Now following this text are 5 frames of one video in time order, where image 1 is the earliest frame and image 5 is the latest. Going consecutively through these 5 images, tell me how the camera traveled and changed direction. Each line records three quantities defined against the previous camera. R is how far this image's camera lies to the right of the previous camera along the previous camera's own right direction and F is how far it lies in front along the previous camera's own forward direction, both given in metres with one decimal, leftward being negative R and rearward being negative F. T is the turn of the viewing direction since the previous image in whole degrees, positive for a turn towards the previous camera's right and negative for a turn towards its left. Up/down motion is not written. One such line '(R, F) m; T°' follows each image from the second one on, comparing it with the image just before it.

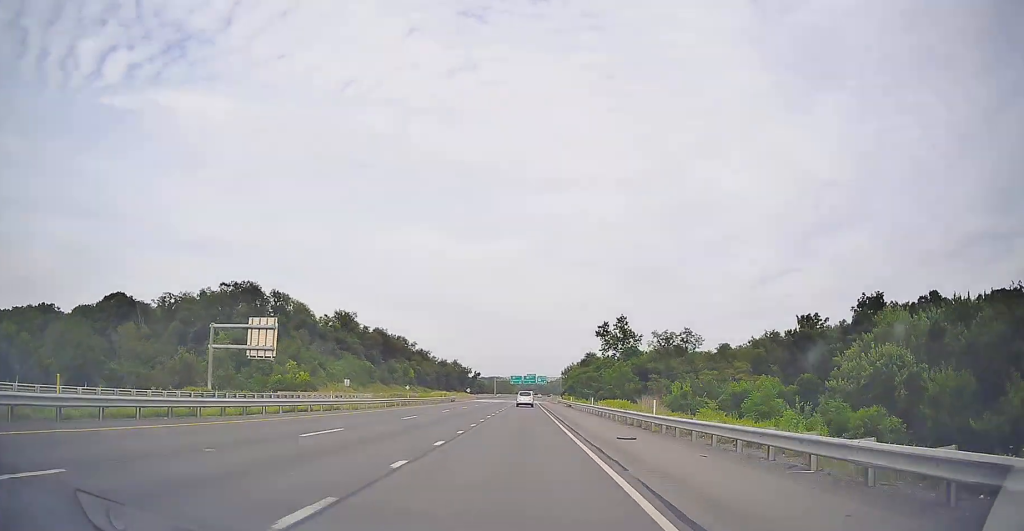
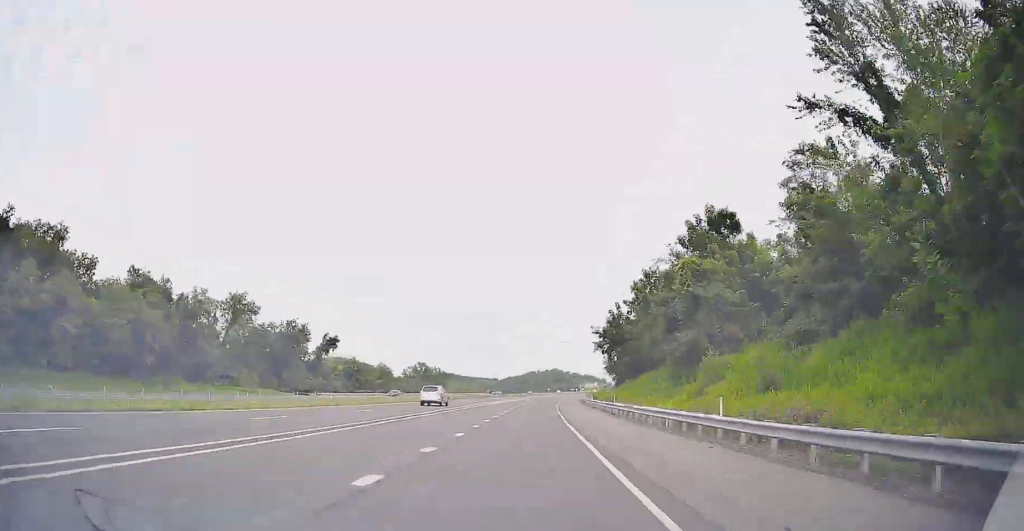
(+8.0, +246.6) m; +5°
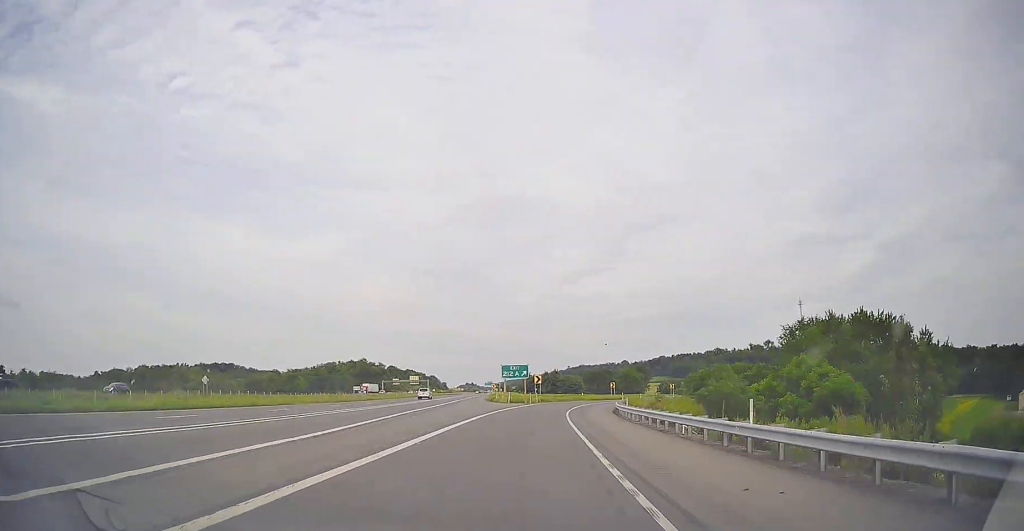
(+41.2, +304.9) m; +20°
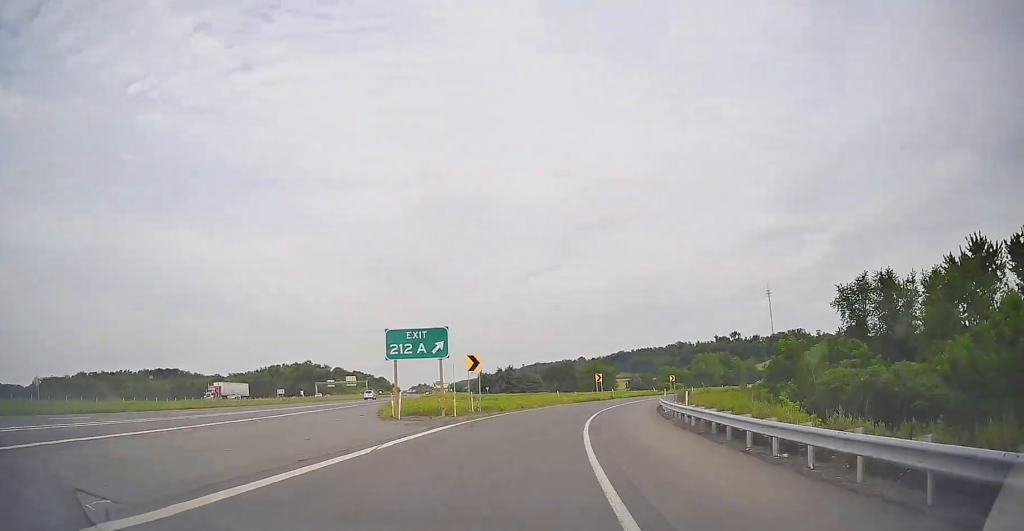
(+0.4, +36.6) m; +9°
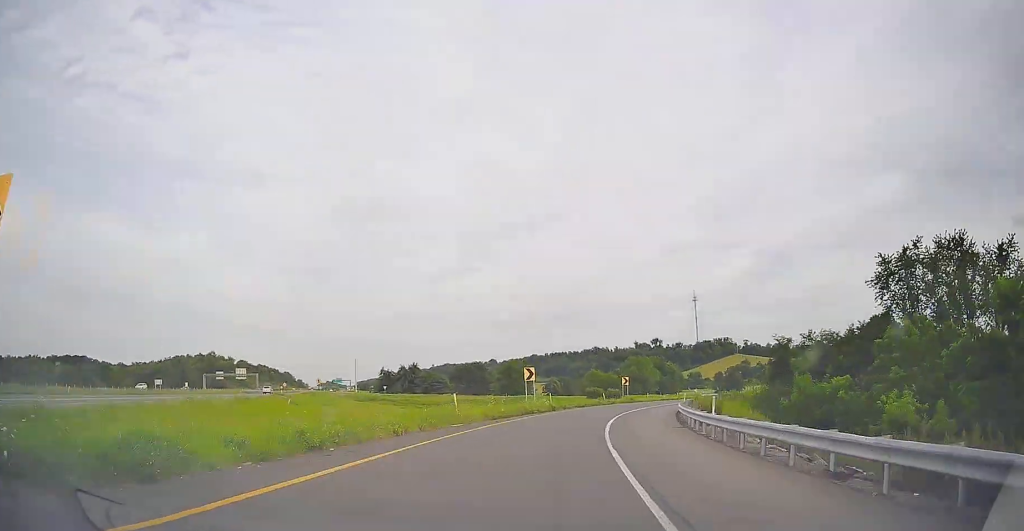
(+2.3, +28.7) m; +8°
